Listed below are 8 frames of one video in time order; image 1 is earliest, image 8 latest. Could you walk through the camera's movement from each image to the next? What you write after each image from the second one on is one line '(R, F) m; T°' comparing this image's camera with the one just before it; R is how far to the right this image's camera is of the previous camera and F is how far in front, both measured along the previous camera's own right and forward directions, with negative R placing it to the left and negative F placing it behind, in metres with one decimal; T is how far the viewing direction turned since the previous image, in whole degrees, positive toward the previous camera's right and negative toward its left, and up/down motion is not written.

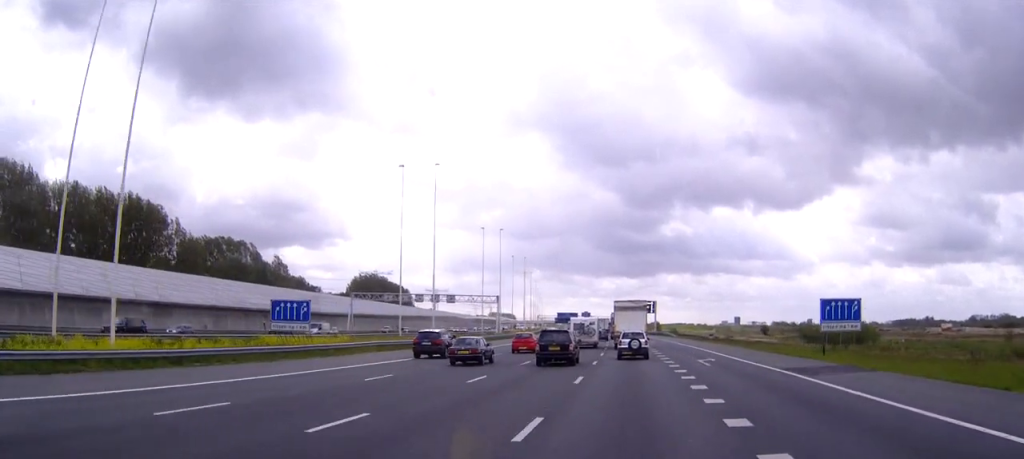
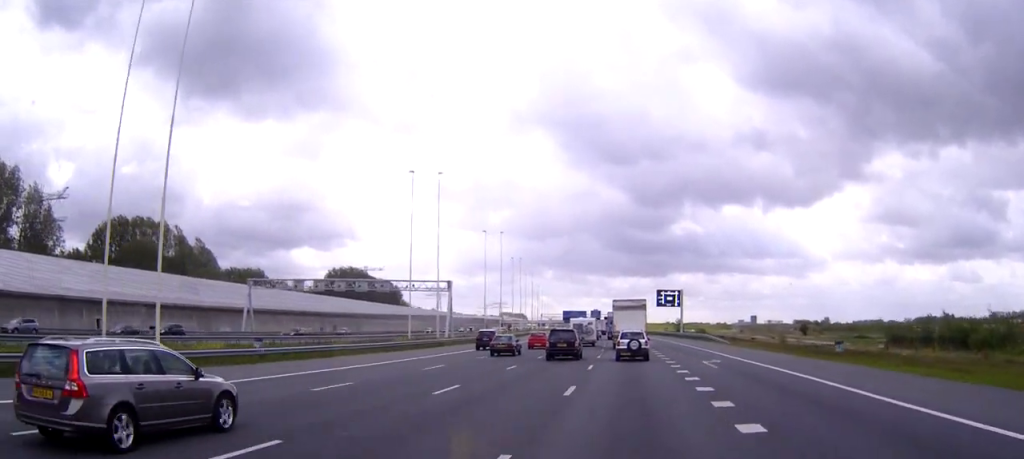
(-0.4, +52.7) m; -1°
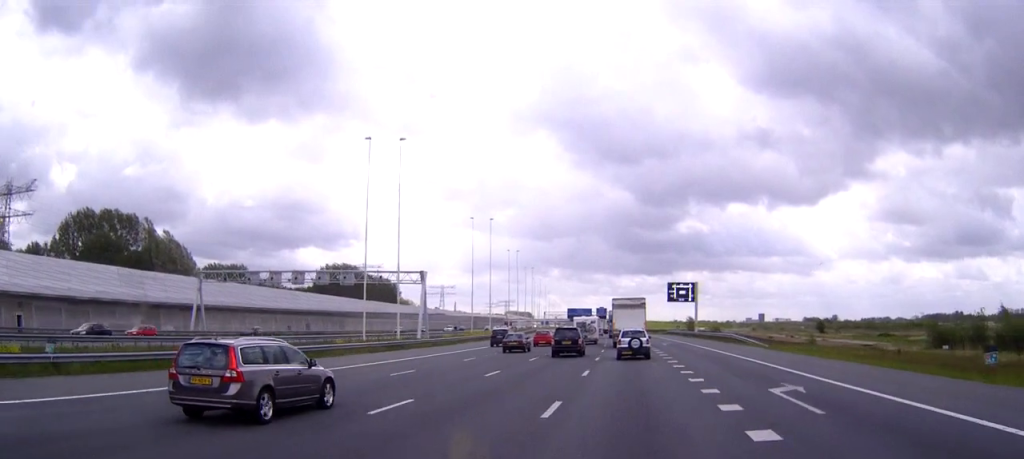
(-0.1, +17.1) m; -1°
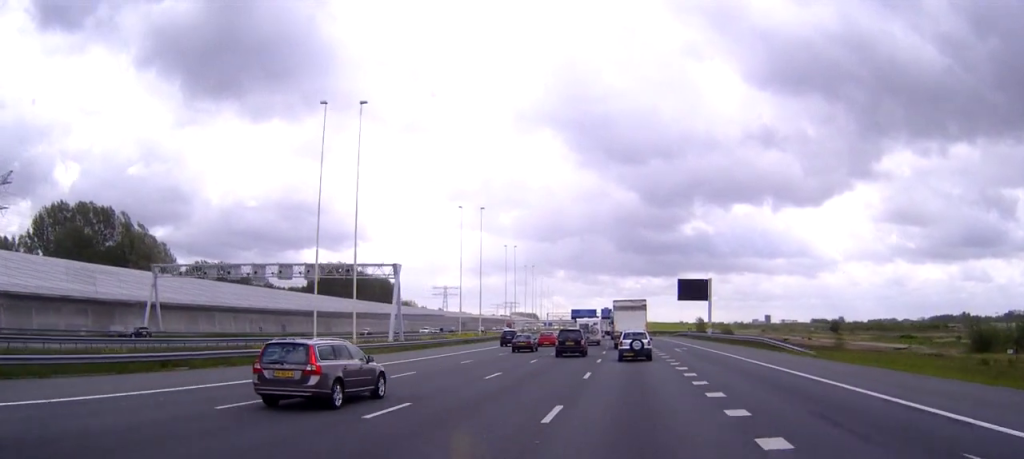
(-0.1, +12.5) m; 0°
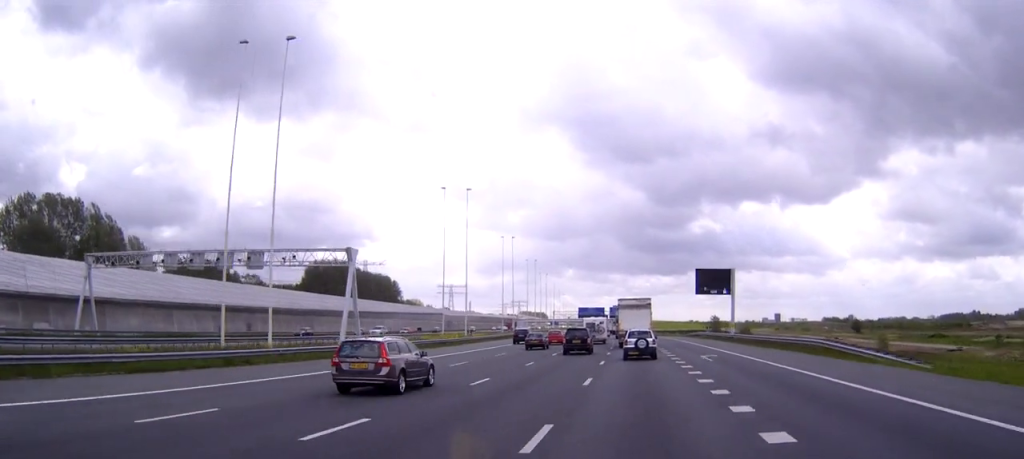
(-0.1, +15.5) m; -1°
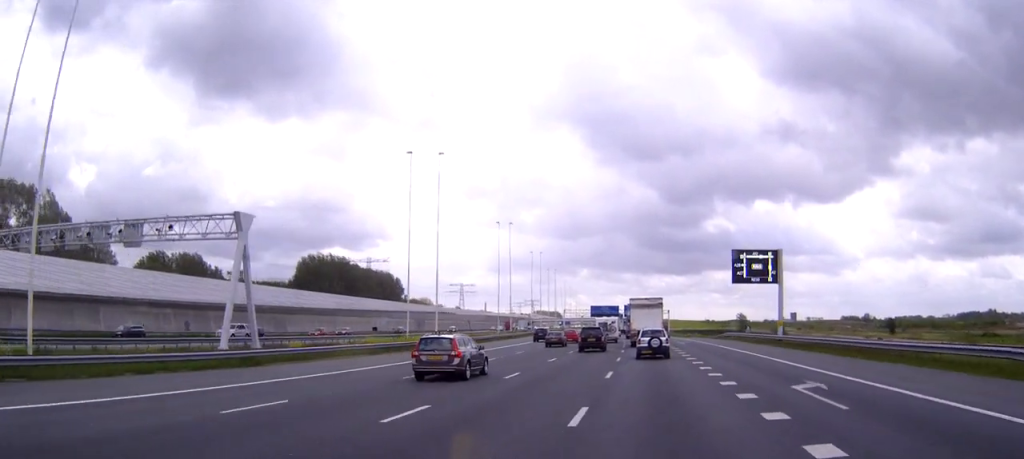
(-0.1, +21.3) m; -1°
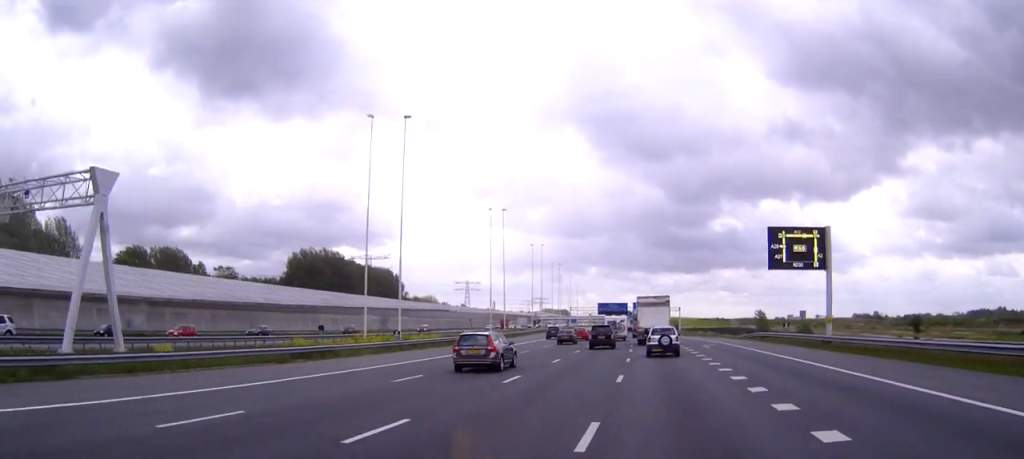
(-0.1, +14.7) m; -1°
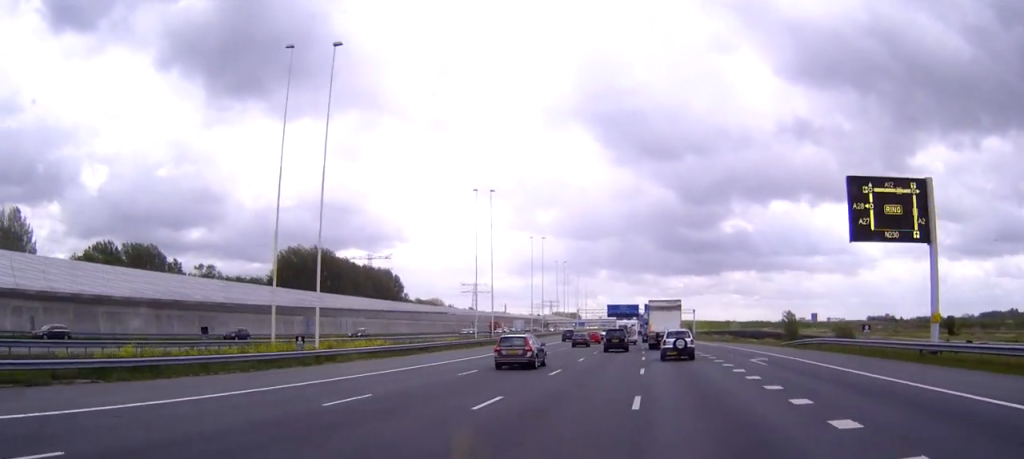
(-0.1, +18.5) m; -1°
